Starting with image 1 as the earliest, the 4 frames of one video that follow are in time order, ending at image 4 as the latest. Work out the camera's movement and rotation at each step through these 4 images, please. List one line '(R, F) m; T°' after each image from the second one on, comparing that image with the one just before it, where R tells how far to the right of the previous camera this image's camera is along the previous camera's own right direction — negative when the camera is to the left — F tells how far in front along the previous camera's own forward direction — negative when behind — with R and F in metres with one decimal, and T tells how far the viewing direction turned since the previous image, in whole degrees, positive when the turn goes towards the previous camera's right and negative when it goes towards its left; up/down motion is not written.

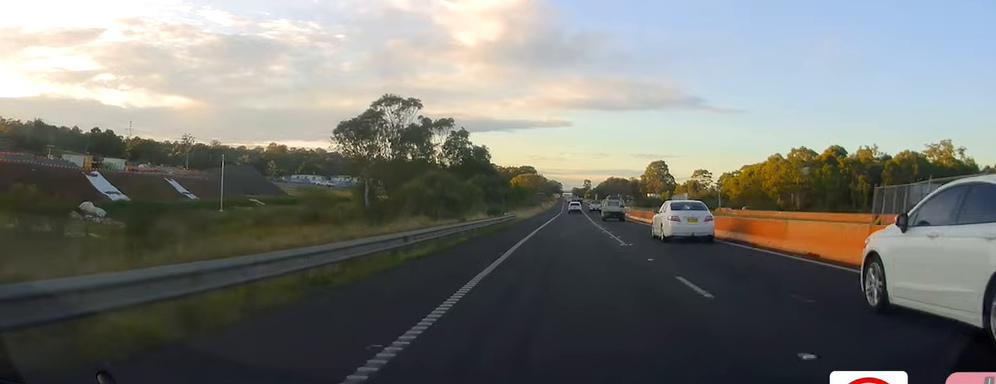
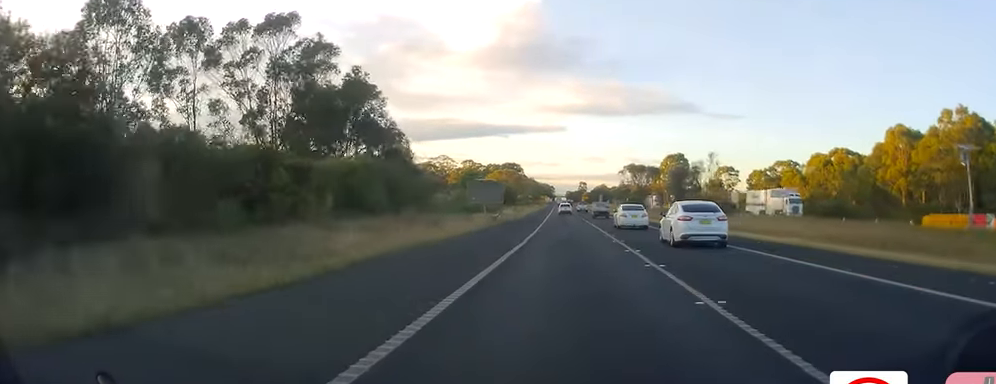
(+0.8, +84.4) m; +1°
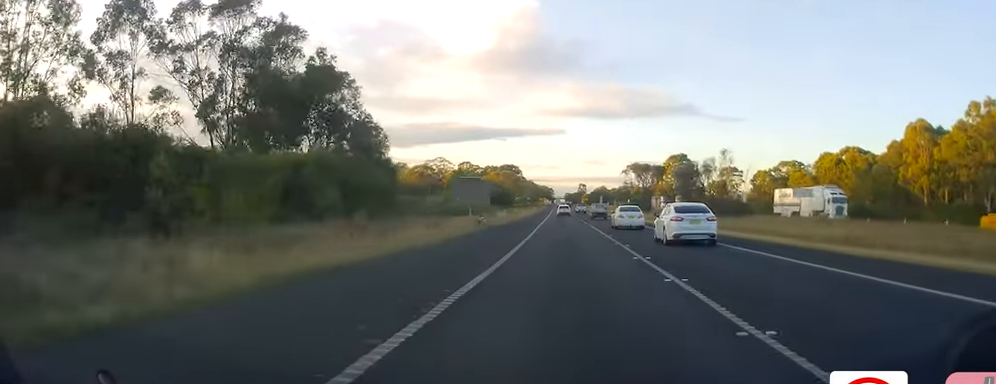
(+0.1, +8.8) m; +1°
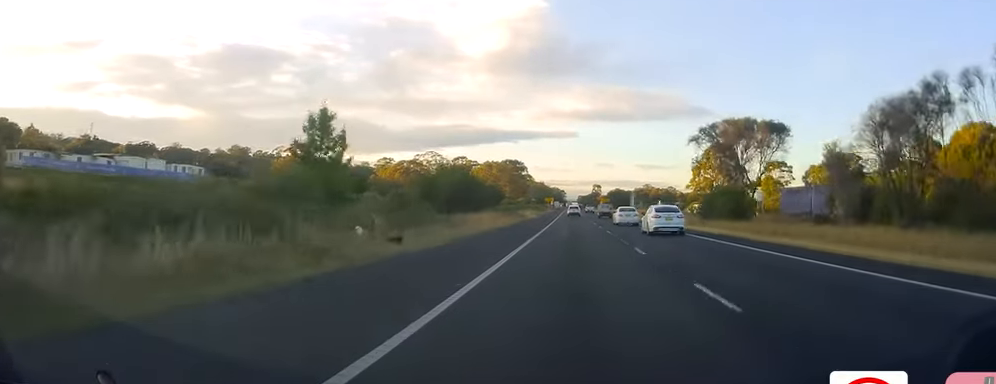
(-0.8, +59.8) m; -1°
